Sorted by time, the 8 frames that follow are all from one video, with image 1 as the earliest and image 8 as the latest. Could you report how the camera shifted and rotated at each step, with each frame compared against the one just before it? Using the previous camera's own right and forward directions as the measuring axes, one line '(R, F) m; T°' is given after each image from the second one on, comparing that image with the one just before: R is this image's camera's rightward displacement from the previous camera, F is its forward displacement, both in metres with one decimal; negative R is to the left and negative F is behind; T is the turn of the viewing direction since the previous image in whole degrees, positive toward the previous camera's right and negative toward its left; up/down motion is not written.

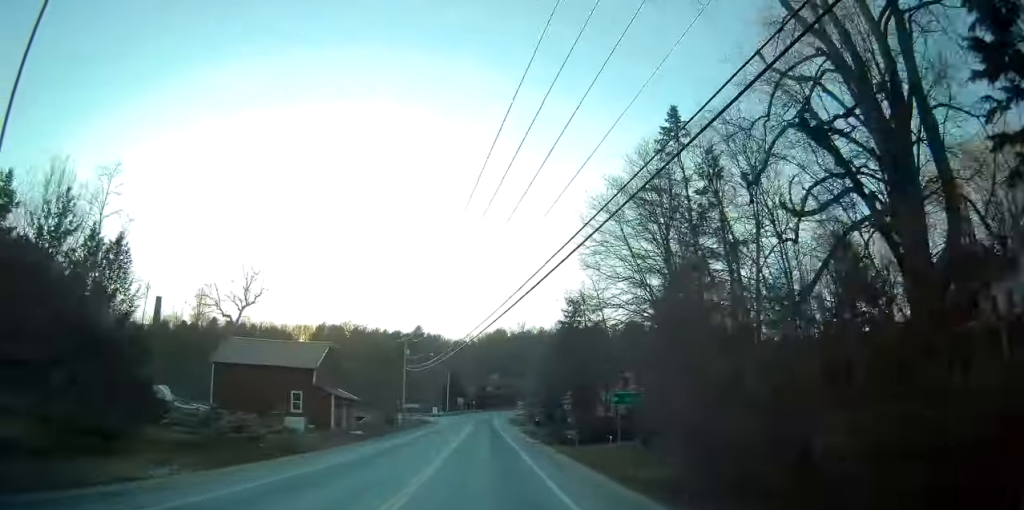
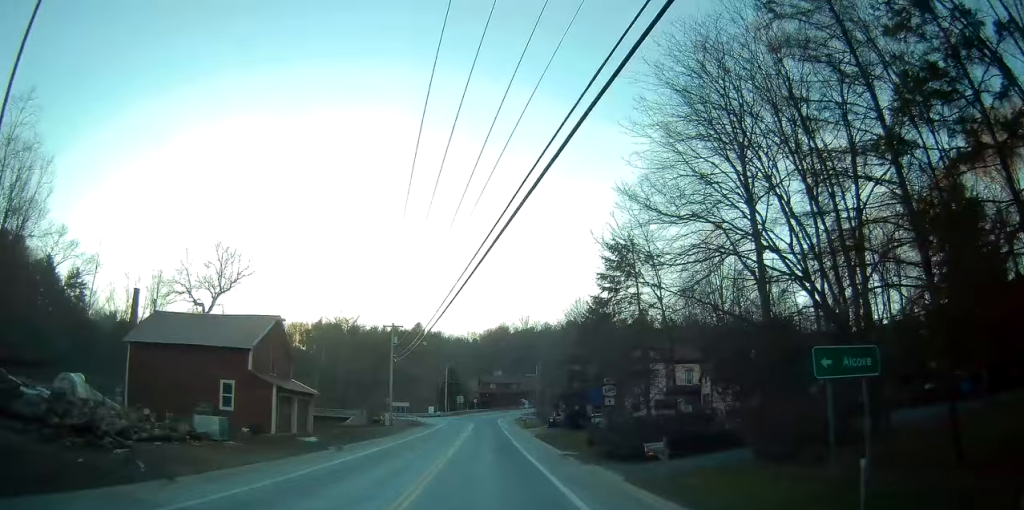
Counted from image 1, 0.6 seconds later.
(-0.1, +13.3) m; 0°
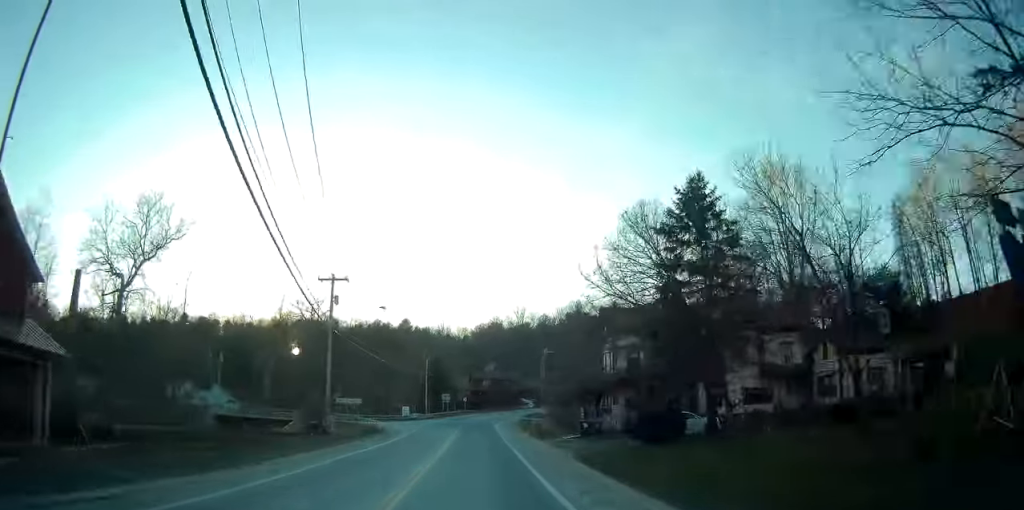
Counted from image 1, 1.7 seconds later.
(0.0, +24.6) m; 0°
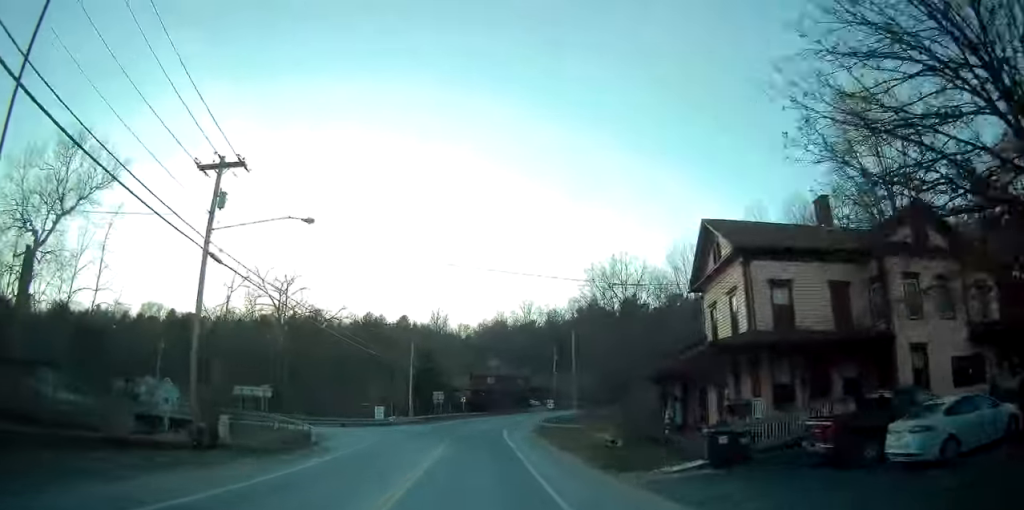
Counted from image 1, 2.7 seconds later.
(0.0, +21.5) m; 0°
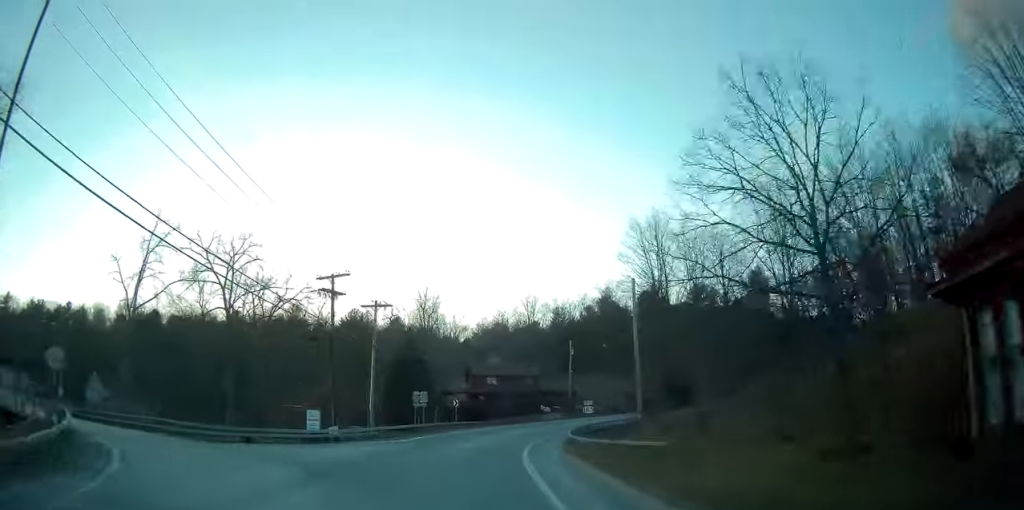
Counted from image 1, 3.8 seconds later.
(+0.2, +22.2) m; +1°
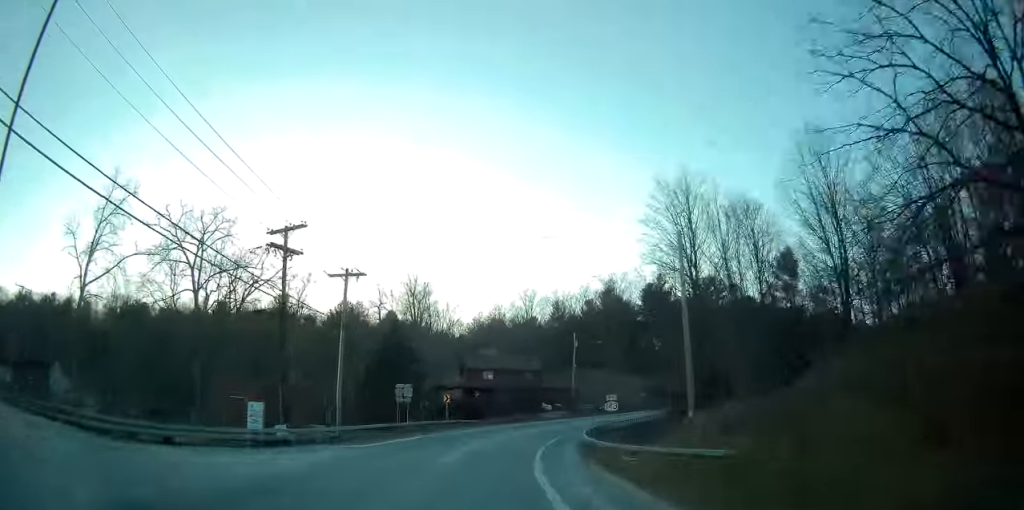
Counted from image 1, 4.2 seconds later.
(+0.1, +8.5) m; +1°
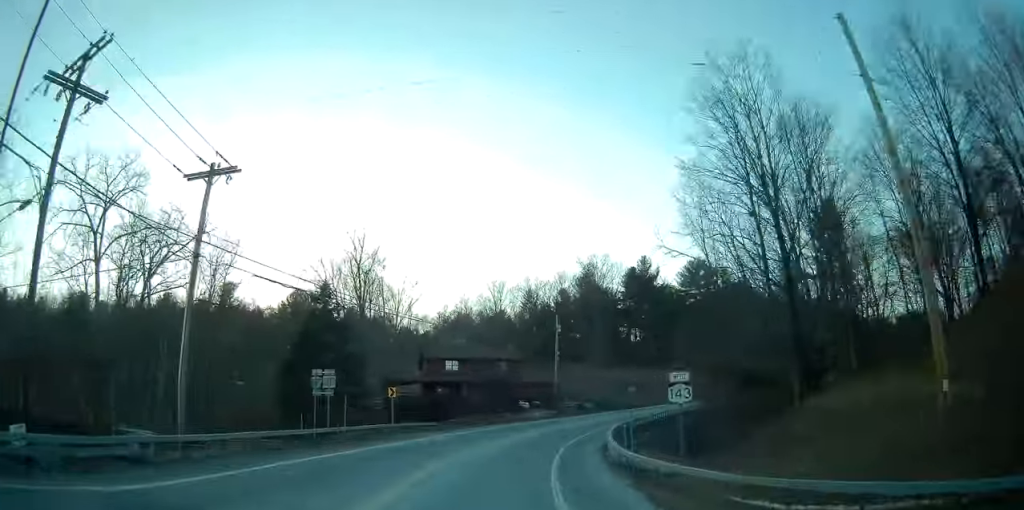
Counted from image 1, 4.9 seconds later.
(+0.1, +15.3) m; +2°
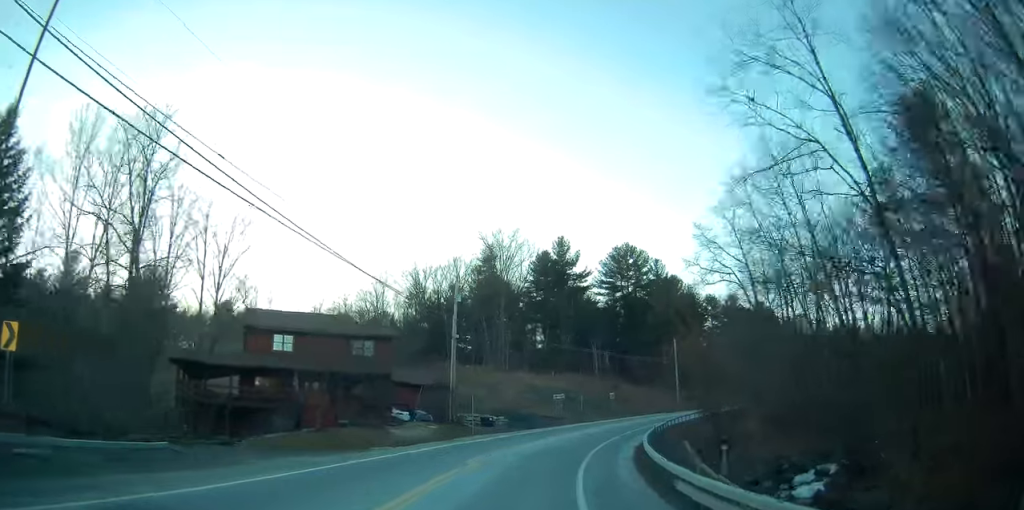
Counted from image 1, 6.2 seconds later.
(+1.4, +27.1) m; +10°
